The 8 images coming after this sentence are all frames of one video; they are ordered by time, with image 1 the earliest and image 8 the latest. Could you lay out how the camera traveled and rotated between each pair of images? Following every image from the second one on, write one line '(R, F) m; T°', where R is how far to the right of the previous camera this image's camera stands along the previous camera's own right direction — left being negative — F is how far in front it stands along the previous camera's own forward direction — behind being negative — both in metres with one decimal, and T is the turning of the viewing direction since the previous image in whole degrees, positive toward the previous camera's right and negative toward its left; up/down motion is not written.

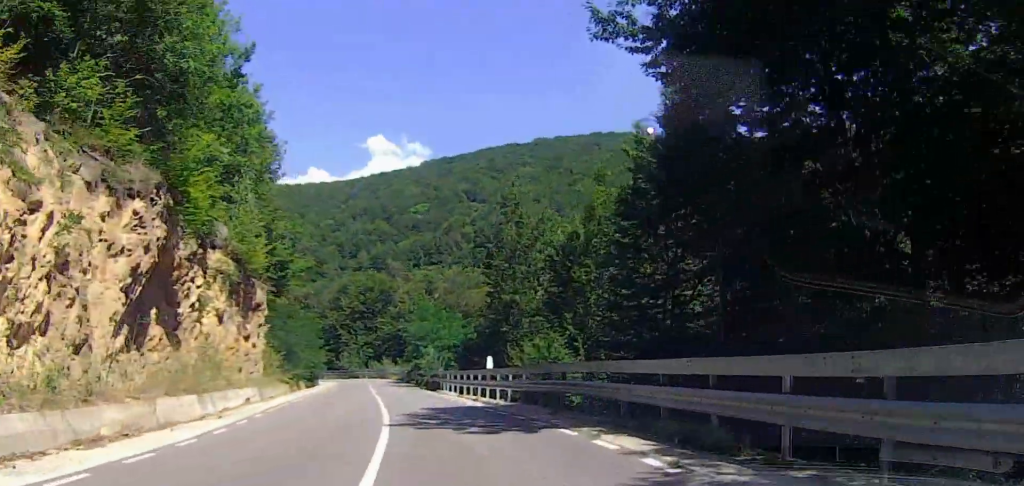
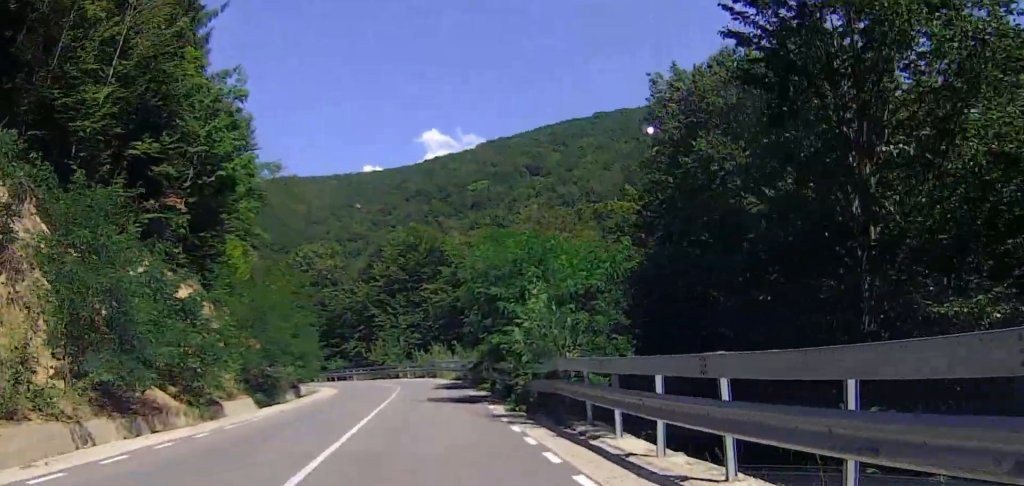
(-1.6, +30.7) m; -5°
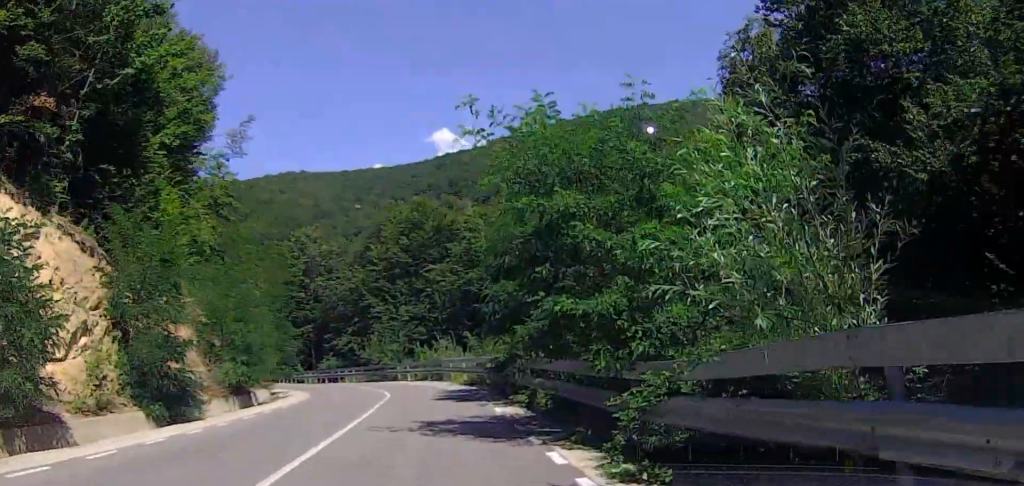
(+0.6, +11.6) m; 0°
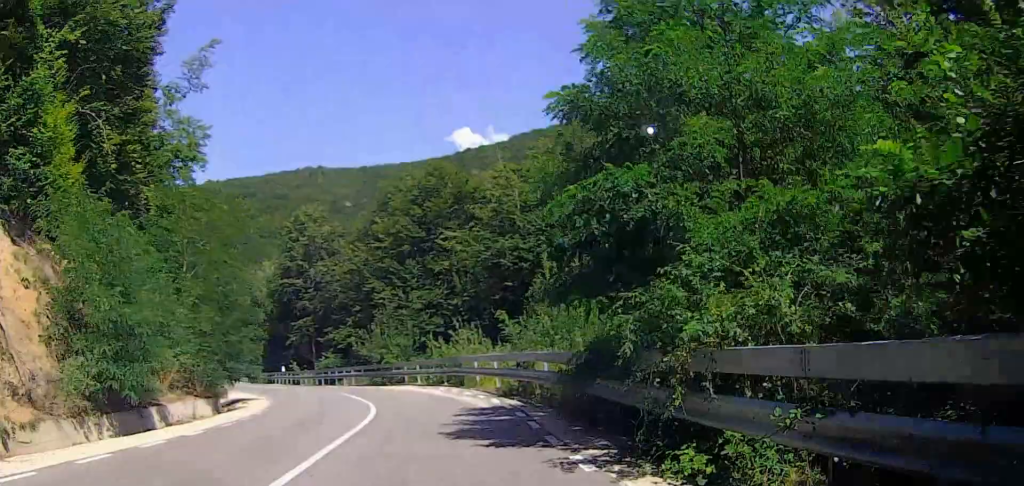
(-0.2, +12.5) m; -1°
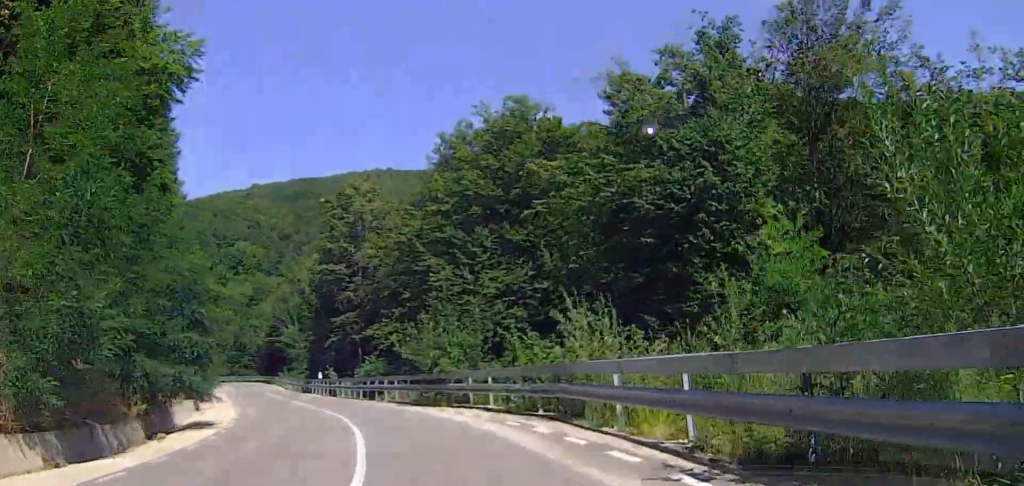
(-0.5, +16.2) m; -7°
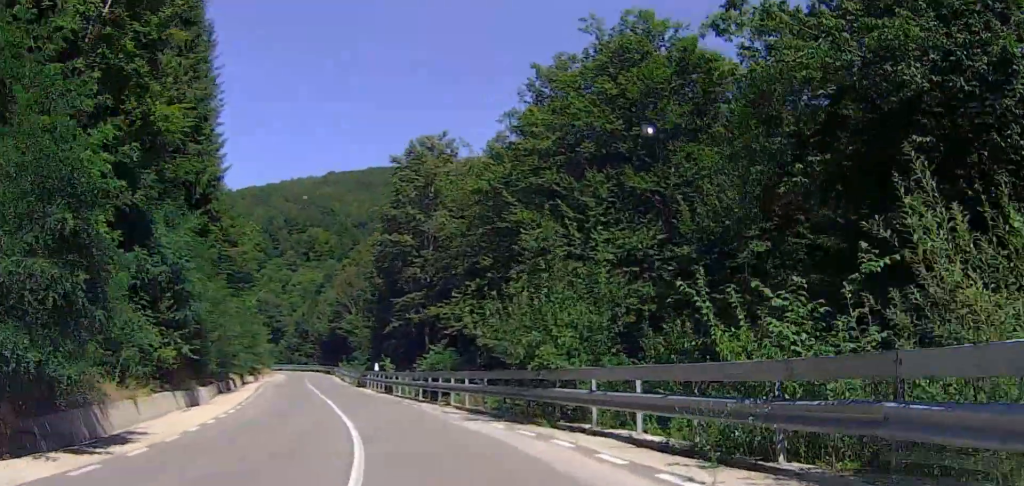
(+1.0, +11.0) m; -9°
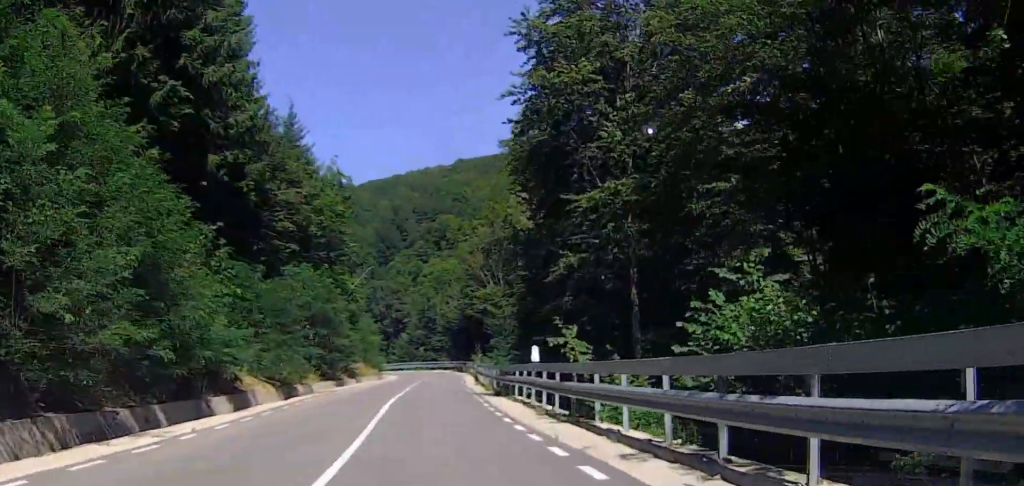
(-6.4, +19.8) m; -13°
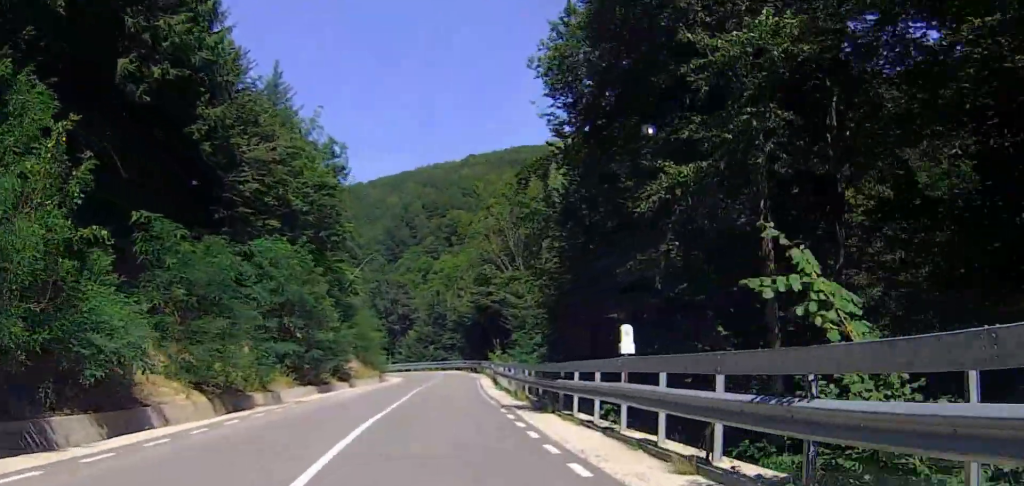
(+0.2, +9.4) m; +2°
